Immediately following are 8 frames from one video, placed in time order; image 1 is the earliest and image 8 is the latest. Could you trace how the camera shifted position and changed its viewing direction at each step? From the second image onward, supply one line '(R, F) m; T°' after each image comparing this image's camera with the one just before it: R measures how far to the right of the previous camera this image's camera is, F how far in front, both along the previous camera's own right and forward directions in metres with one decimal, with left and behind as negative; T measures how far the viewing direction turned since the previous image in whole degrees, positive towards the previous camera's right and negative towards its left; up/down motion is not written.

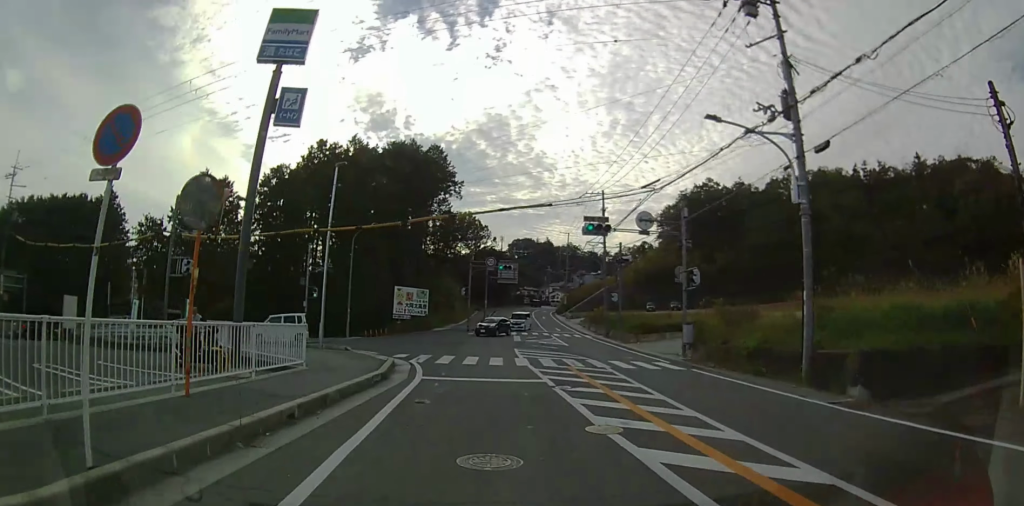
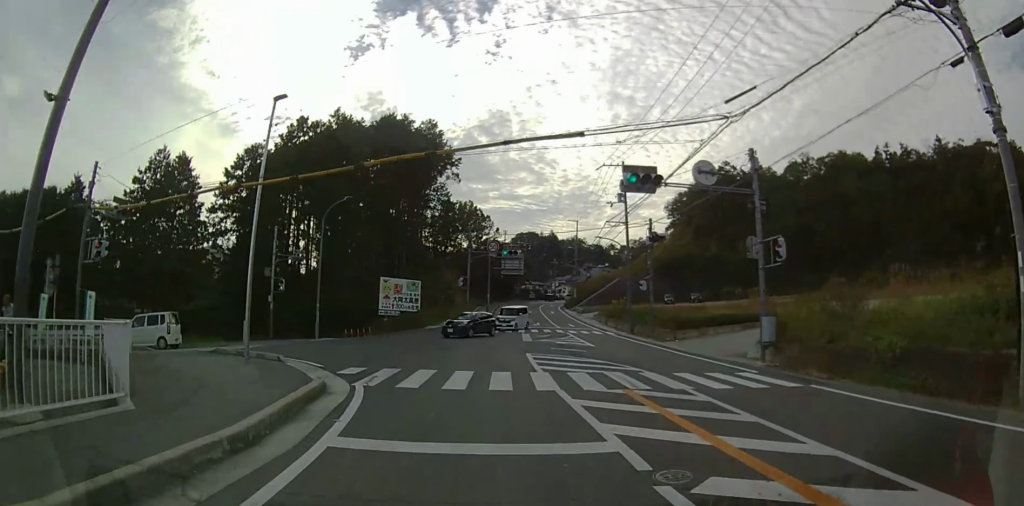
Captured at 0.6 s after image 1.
(0.0, +7.7) m; 0°
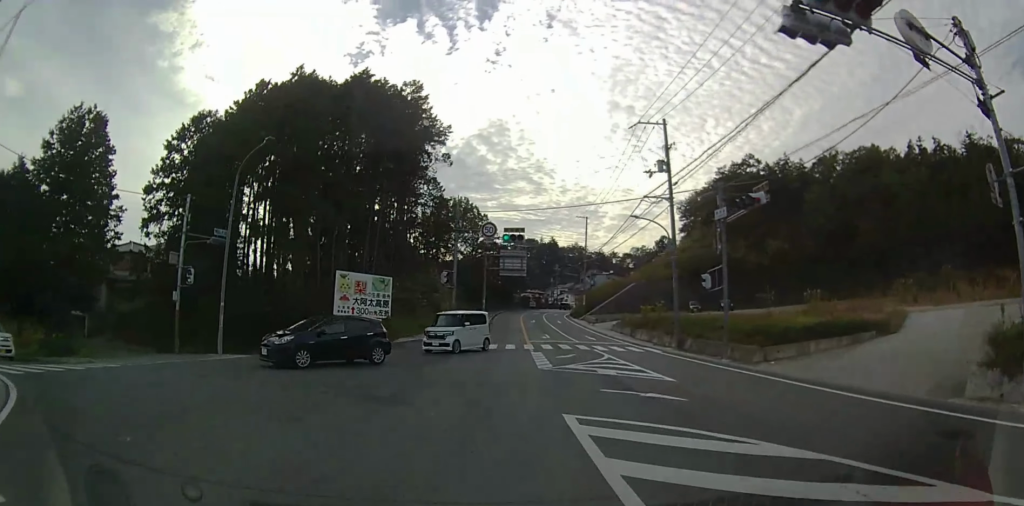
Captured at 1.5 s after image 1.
(0.0, +11.3) m; 0°
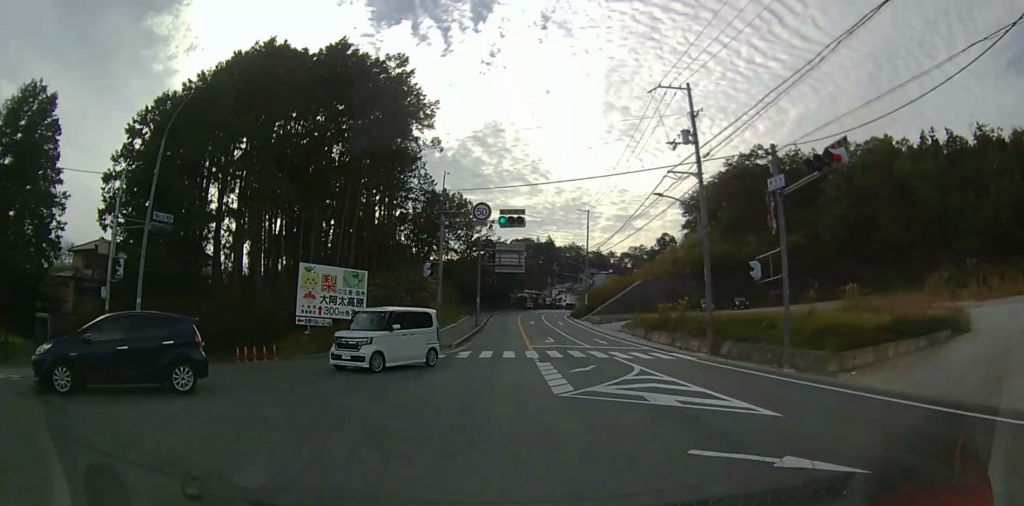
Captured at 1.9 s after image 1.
(0.0, +5.4) m; 0°
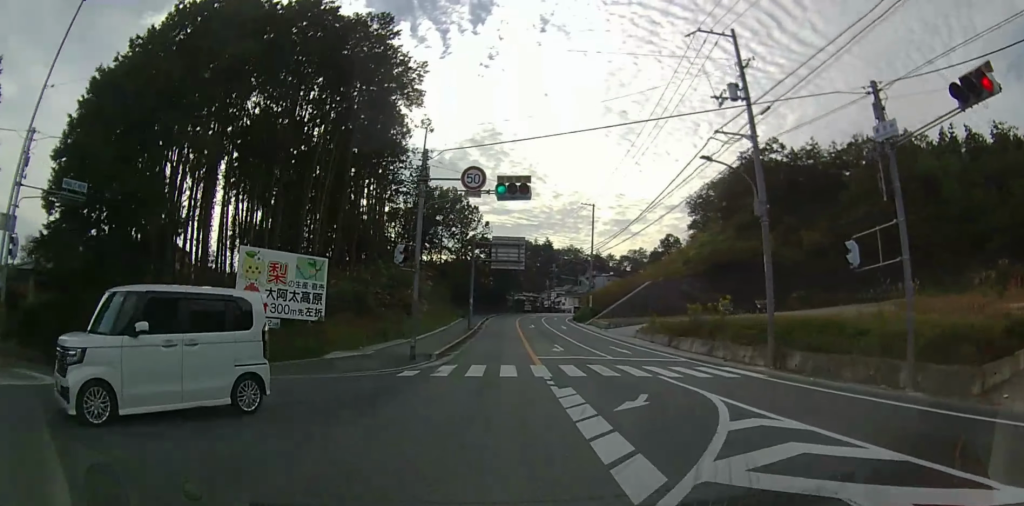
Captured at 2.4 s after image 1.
(0.0, +6.1) m; 0°
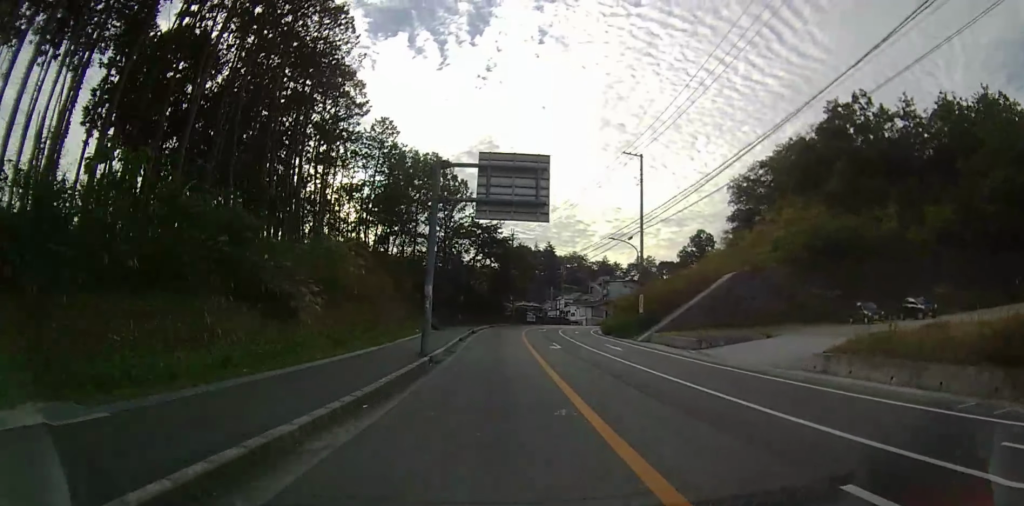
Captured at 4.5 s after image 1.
(+0.1, +24.2) m; 0°
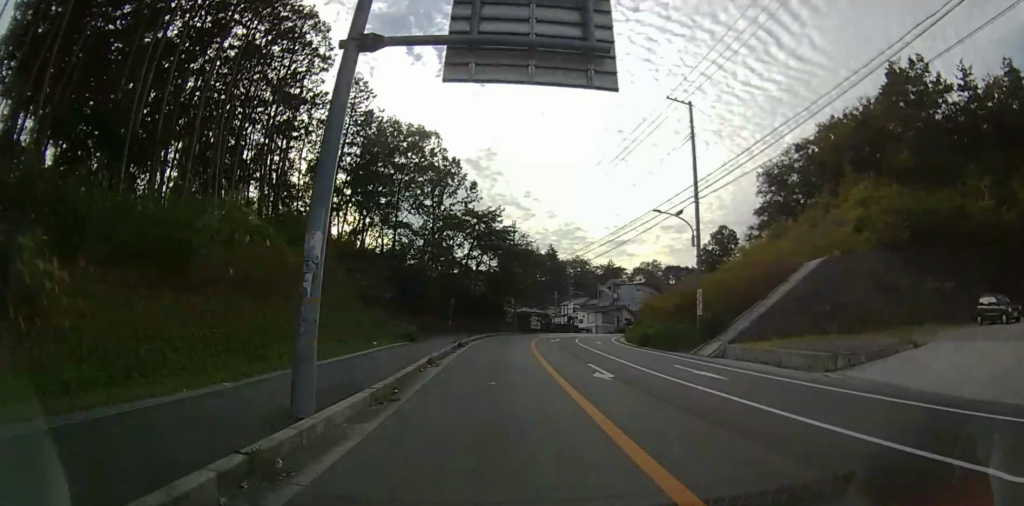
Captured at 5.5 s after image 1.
(-0.1, +12.0) m; -1°
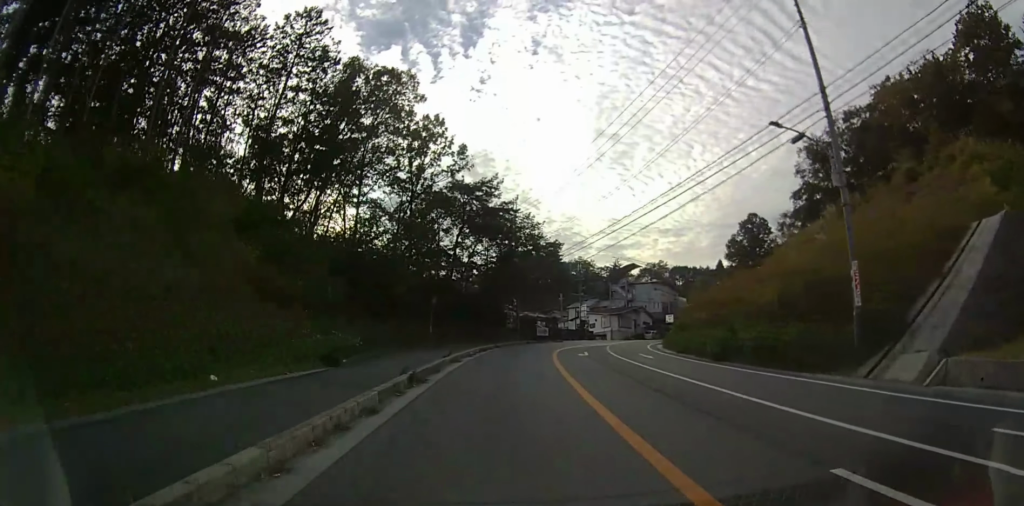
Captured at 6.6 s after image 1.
(0.0, +13.4) m; +6°
